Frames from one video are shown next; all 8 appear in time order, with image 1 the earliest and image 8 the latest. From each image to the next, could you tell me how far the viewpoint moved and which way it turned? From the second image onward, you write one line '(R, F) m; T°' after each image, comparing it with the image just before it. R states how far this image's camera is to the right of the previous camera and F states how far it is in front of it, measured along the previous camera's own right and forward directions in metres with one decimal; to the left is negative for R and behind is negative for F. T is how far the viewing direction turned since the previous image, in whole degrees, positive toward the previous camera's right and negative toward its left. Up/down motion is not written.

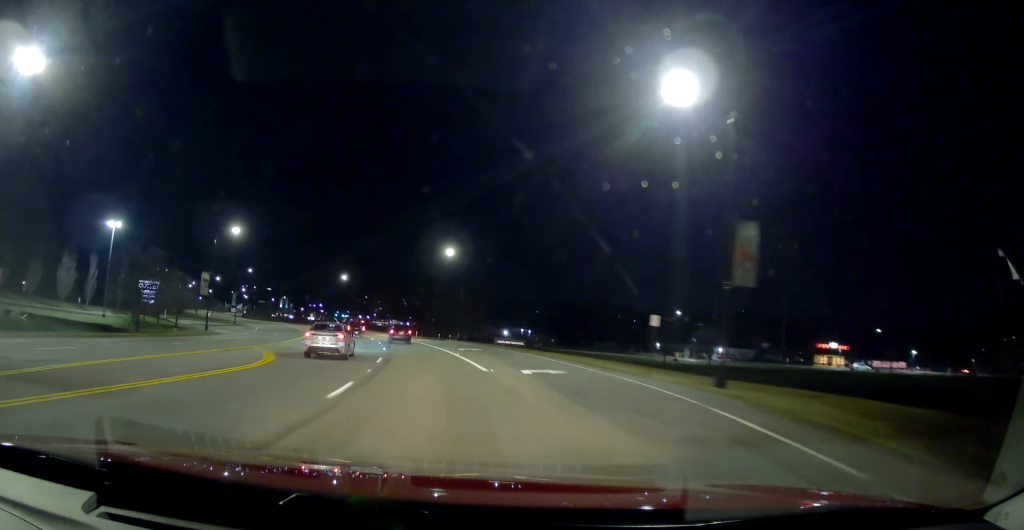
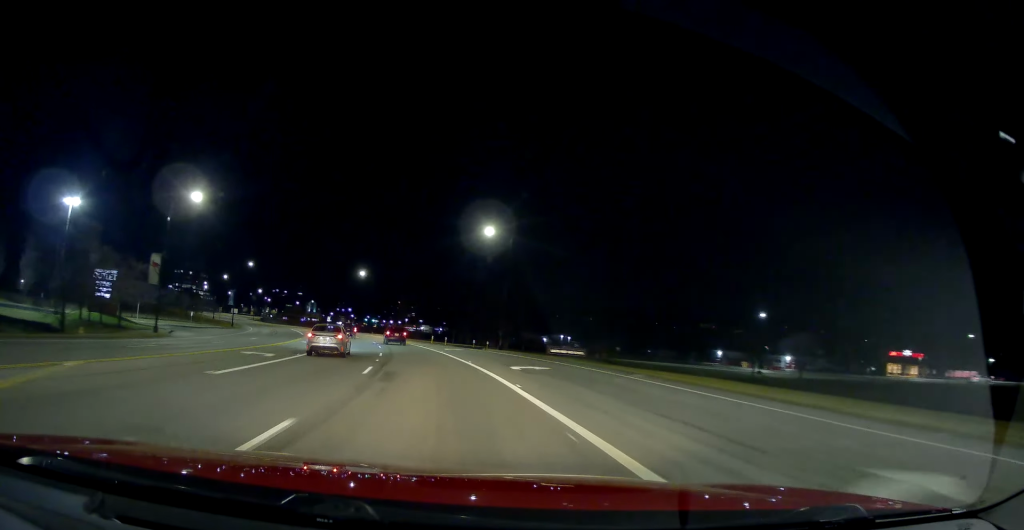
(-0.7, +18.0) m; -3°
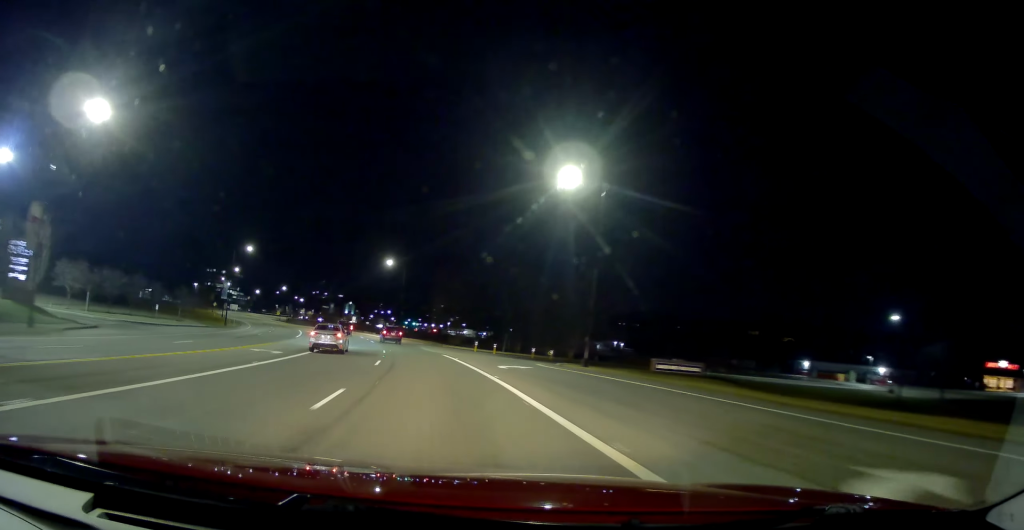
(-0.5, +20.3) m; -4°
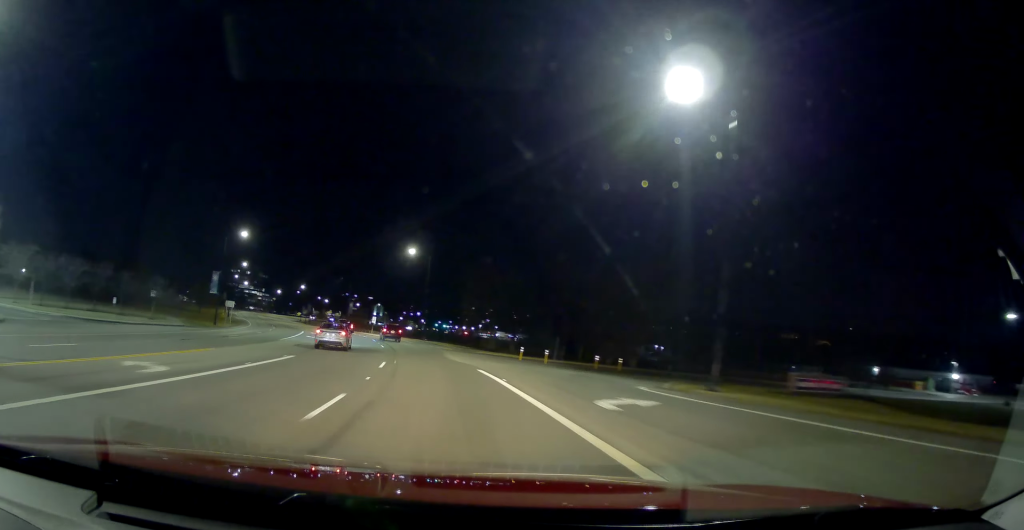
(-0.4, +14.4) m; -3°
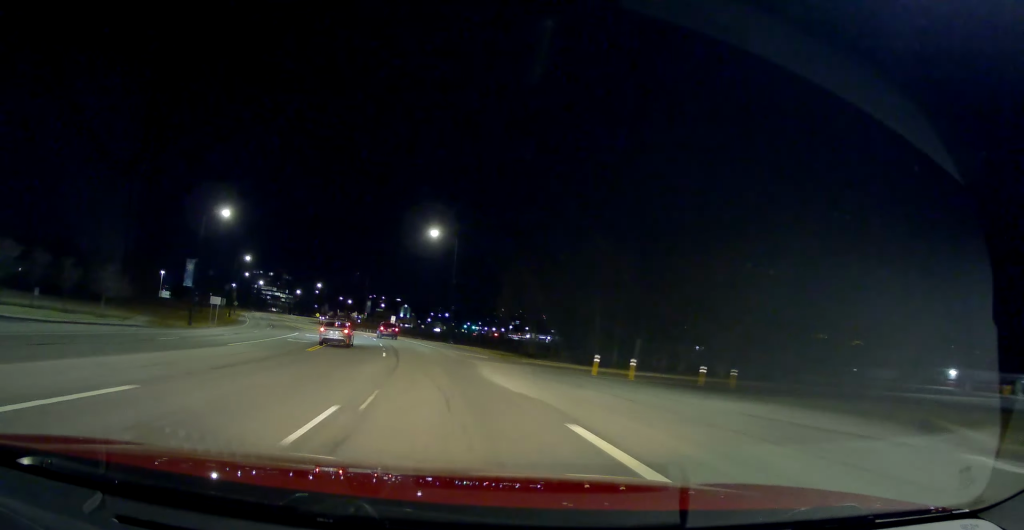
(-0.2, +14.2) m; -2°
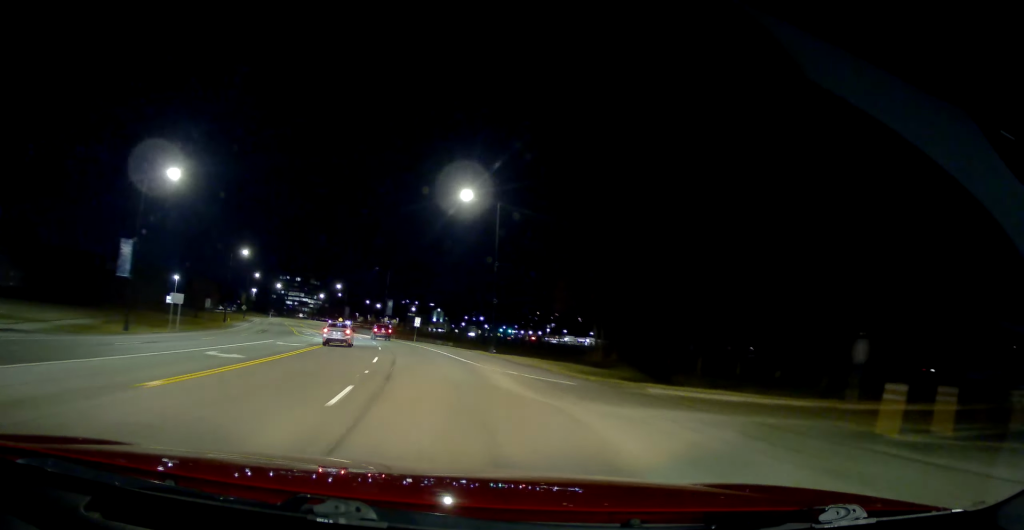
(-0.5, +18.0) m; -3°
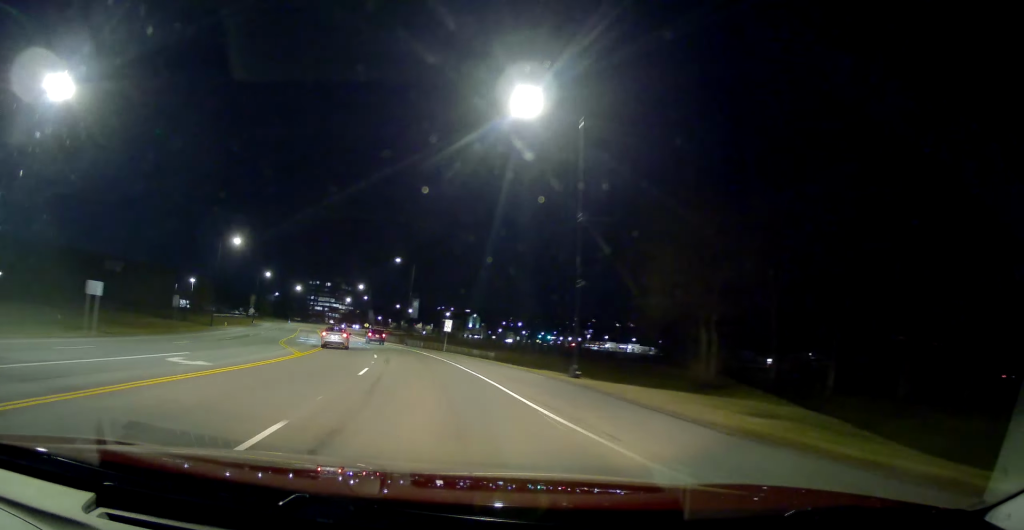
(-0.5, +18.4) m; -3°
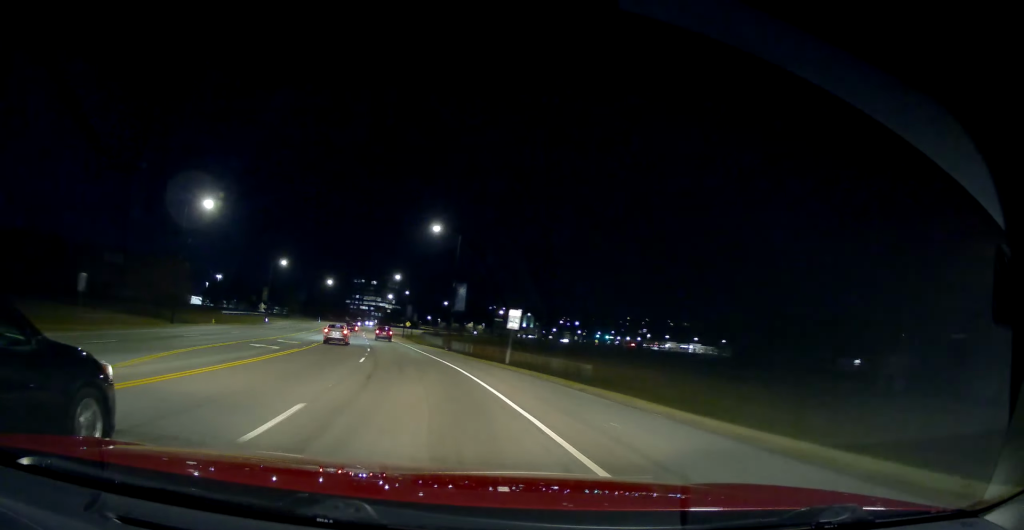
(-0.9, +23.8) m; -6°
